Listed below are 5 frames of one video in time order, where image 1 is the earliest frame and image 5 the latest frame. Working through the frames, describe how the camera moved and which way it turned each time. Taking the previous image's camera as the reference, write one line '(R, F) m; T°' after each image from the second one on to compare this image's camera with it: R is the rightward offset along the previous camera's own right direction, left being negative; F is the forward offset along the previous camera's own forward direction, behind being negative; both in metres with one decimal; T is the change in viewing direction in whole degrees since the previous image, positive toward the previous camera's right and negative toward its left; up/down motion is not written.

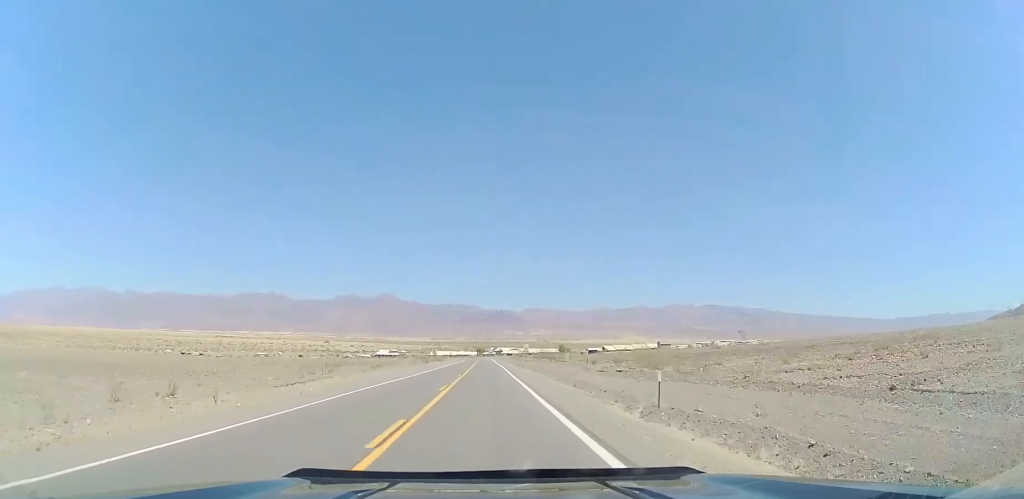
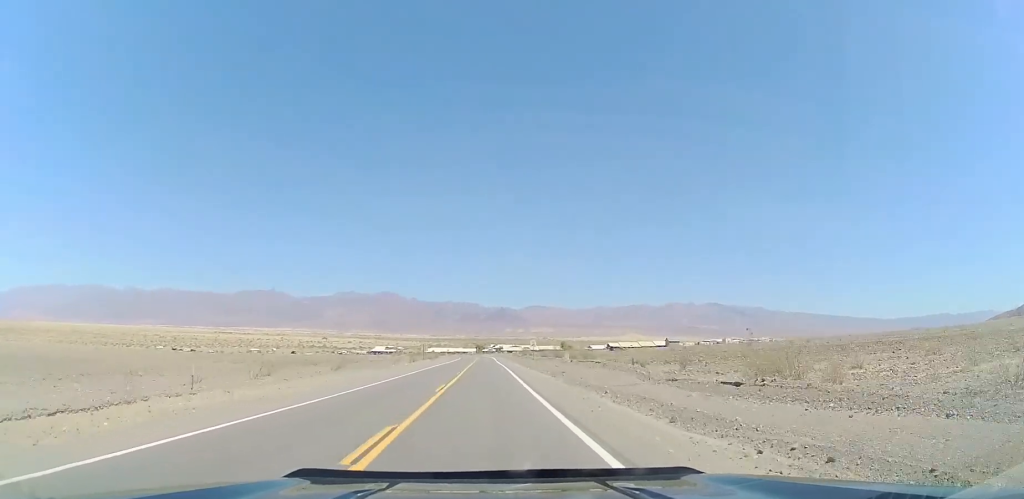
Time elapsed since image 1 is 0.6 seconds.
(+0.1, +16.0) m; 0°
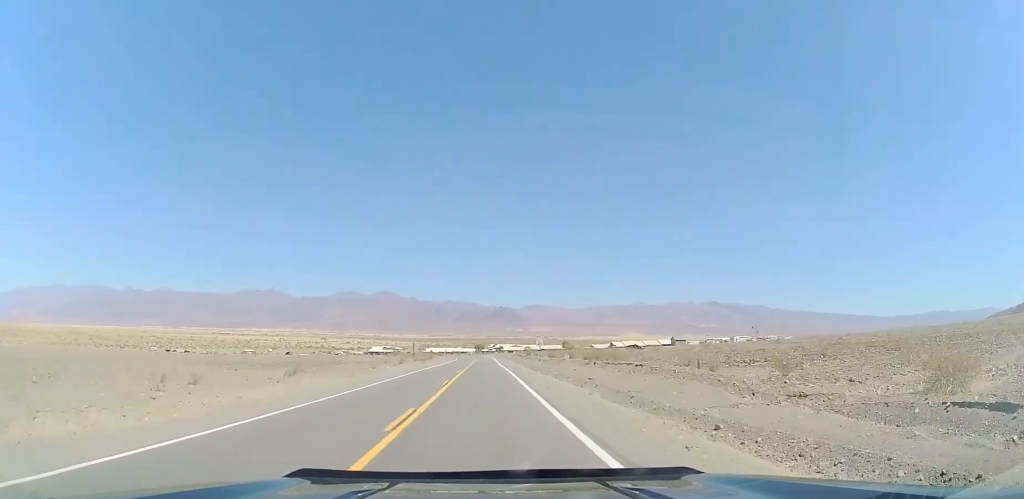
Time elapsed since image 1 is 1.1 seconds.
(-0.2, +11.0) m; 0°
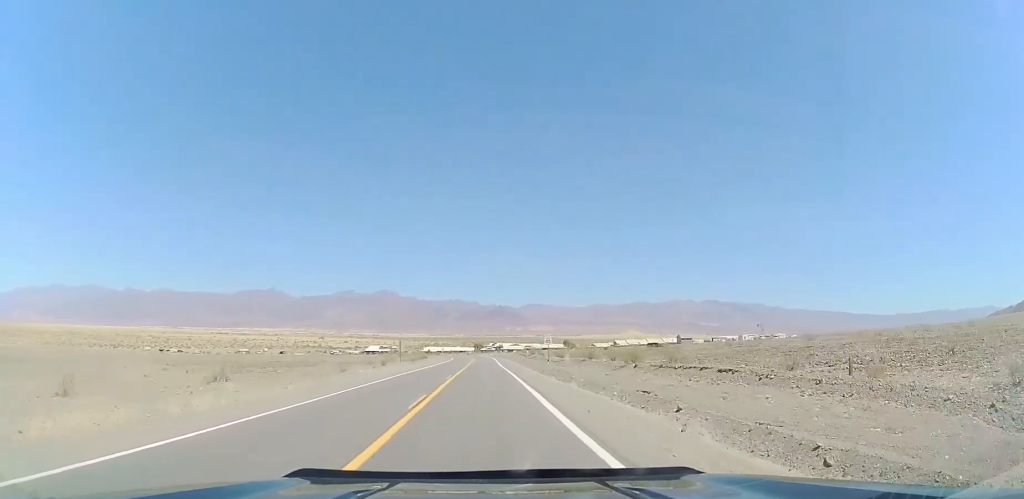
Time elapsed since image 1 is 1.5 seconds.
(-0.2, +10.9) m; 0°
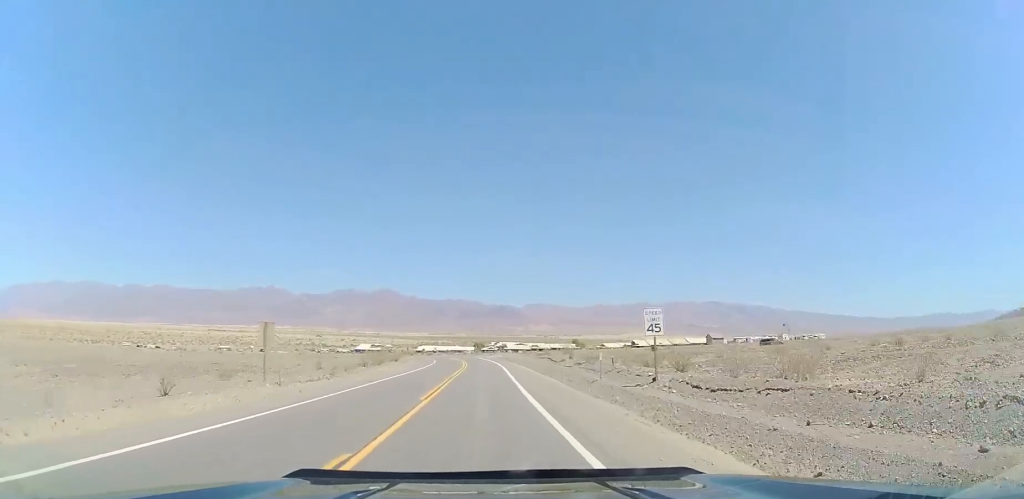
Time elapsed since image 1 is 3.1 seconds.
(-0.1, +40.4) m; -1°
